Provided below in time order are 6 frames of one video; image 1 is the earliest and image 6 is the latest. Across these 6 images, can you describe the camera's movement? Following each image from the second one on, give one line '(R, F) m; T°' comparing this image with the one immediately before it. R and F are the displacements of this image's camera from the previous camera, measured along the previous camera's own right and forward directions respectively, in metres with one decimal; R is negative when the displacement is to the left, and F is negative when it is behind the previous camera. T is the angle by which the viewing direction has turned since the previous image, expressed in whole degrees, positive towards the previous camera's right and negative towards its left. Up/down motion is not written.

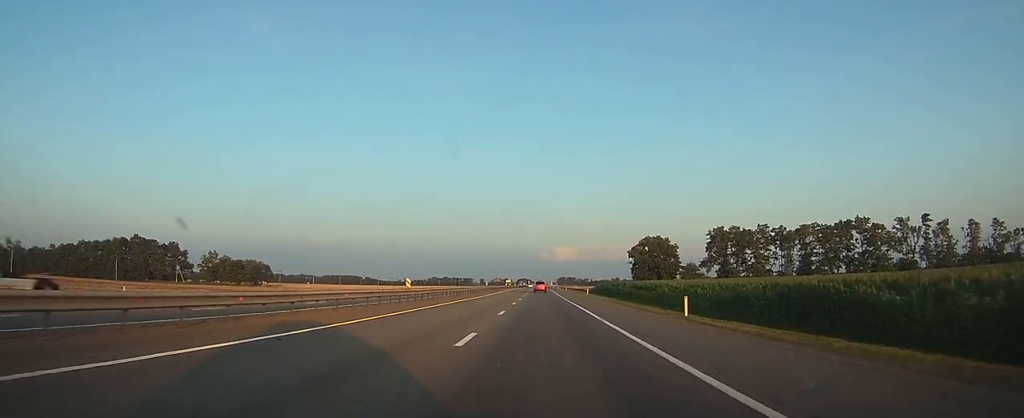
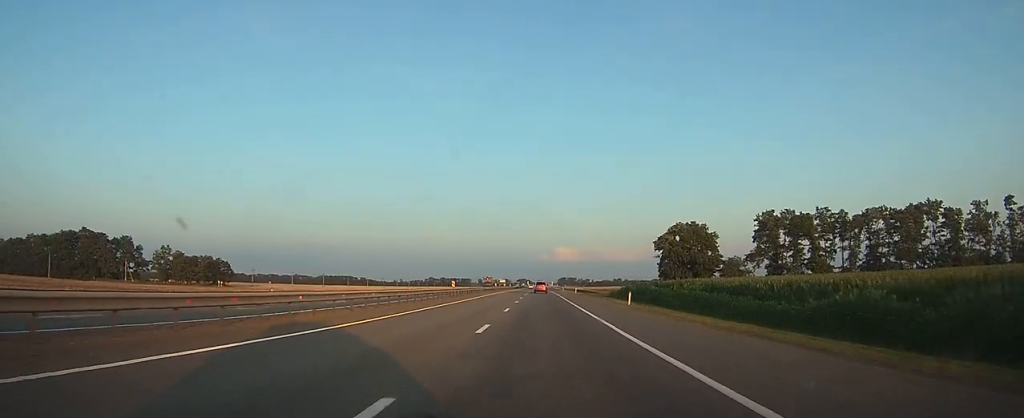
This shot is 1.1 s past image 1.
(0.0, +32.8) m; 0°
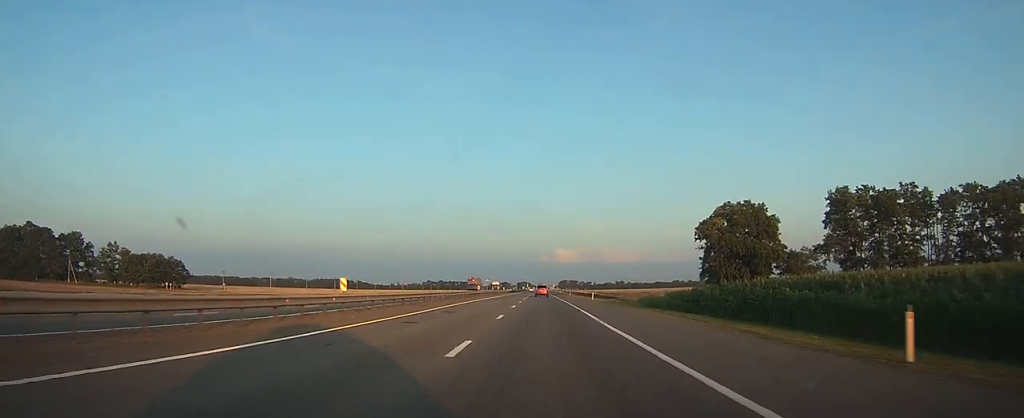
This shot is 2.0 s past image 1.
(0.0, +29.3) m; 0°
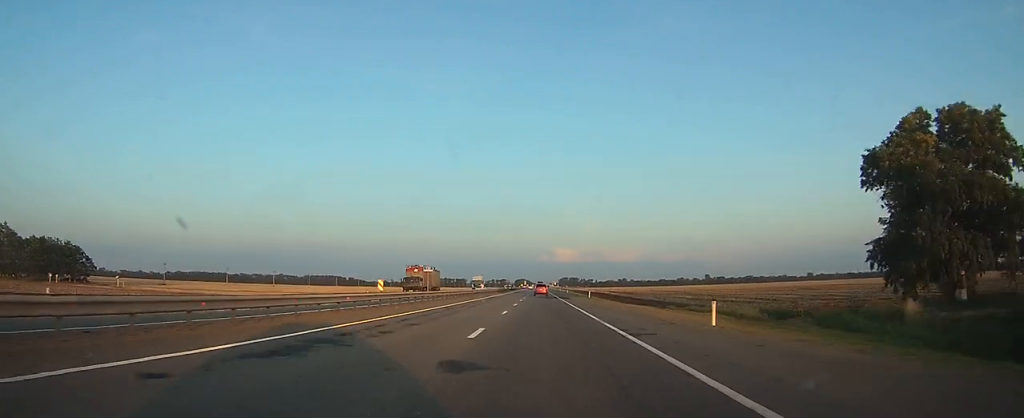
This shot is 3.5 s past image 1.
(+0.1, +44.8) m; 0°
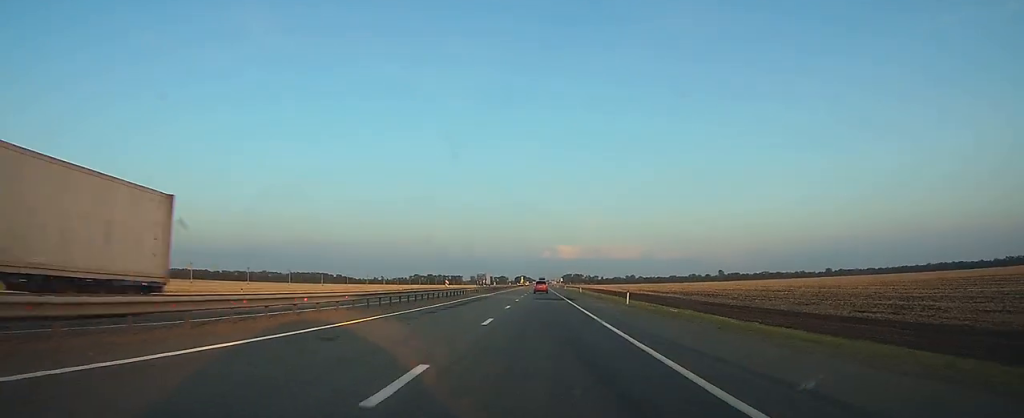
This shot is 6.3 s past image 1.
(-0.1, +80.4) m; 0°
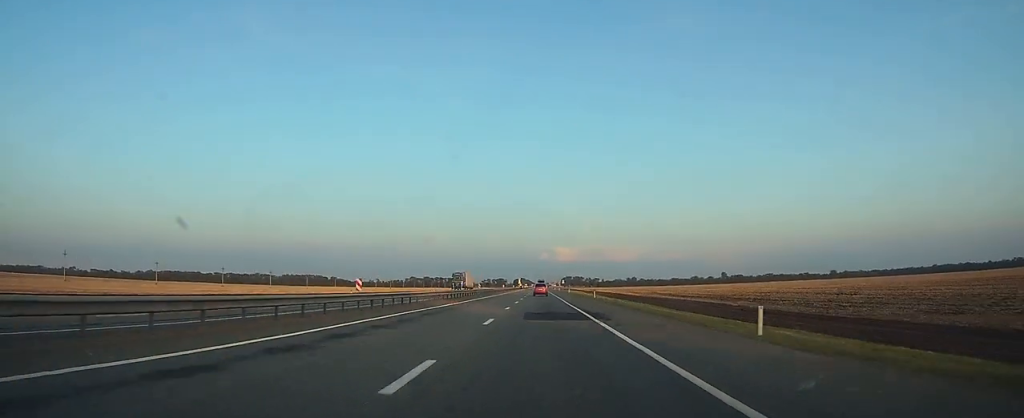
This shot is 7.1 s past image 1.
(0.0, +23.3) m; 0°
